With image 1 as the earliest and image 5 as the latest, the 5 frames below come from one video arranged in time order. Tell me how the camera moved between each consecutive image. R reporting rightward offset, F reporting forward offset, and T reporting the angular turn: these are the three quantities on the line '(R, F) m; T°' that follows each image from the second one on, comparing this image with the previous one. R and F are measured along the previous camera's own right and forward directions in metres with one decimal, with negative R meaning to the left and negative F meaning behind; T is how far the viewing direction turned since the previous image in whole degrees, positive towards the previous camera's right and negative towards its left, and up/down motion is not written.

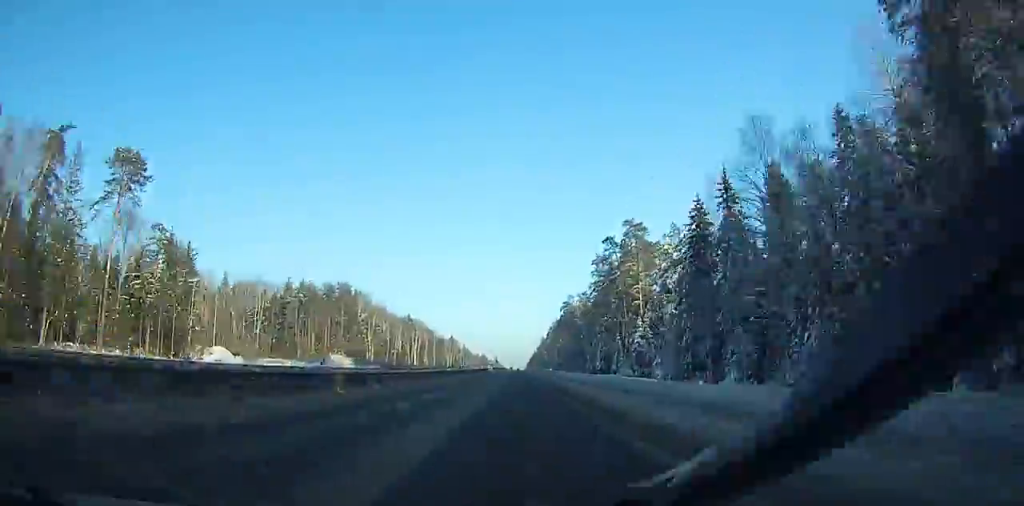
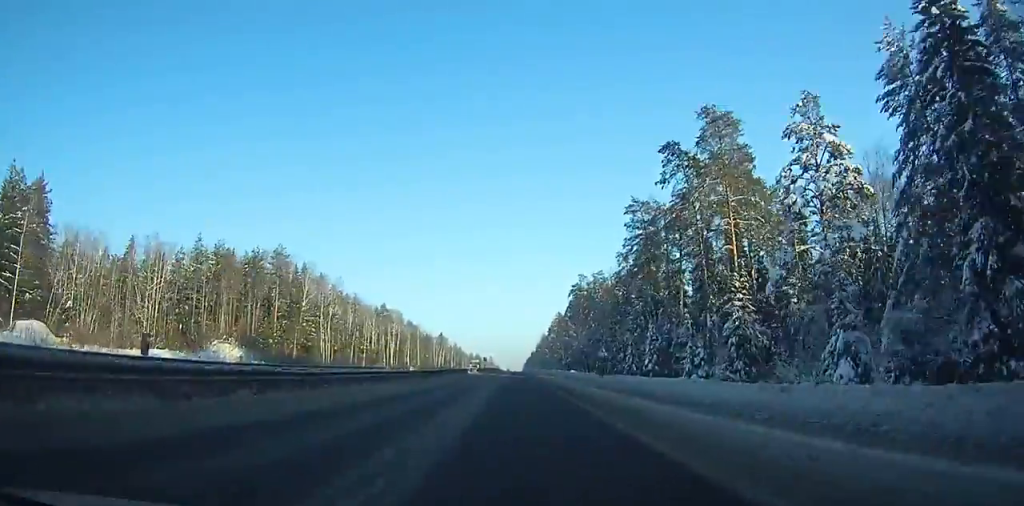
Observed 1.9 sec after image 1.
(+0.1, +52.1) m; 0°
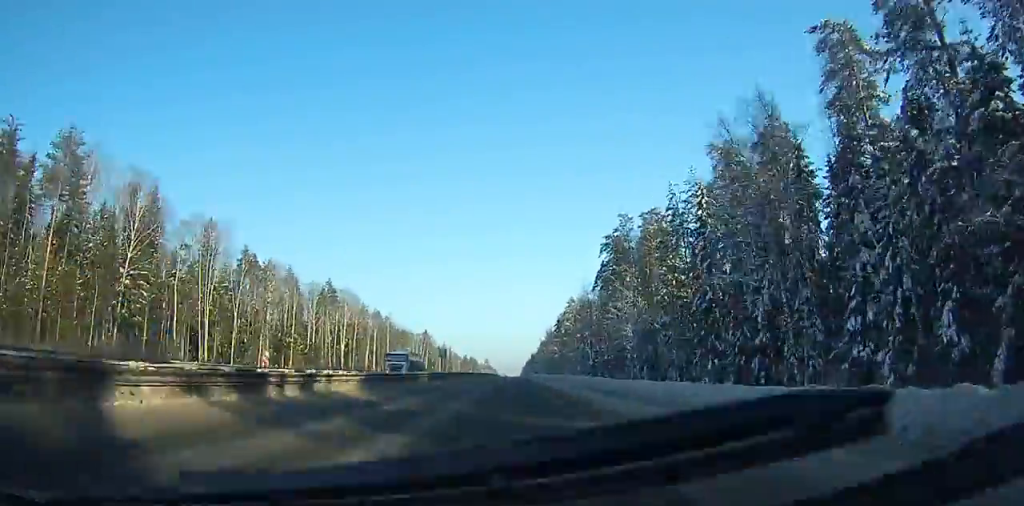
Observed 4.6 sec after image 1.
(+0.3, +74.1) m; 0°
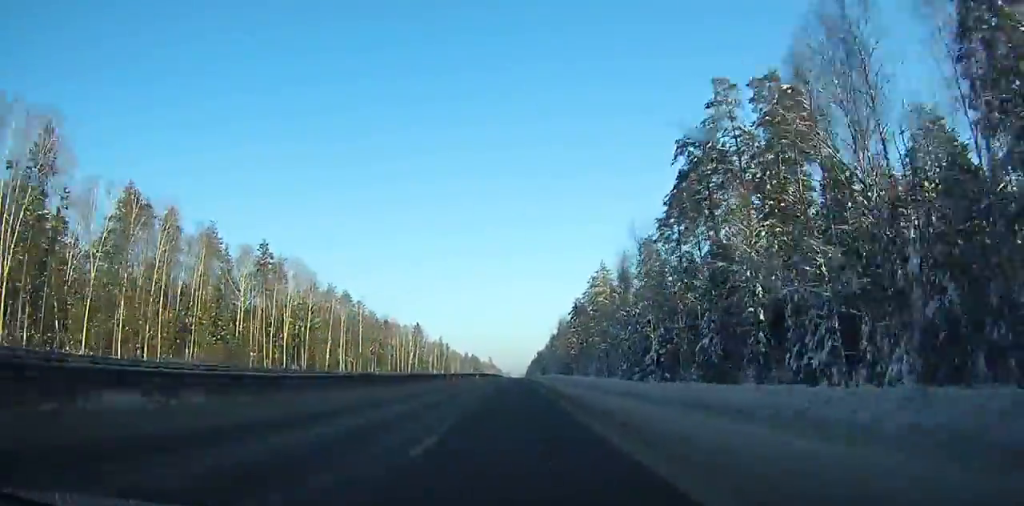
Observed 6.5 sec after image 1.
(-0.4, +52.3) m; 0°
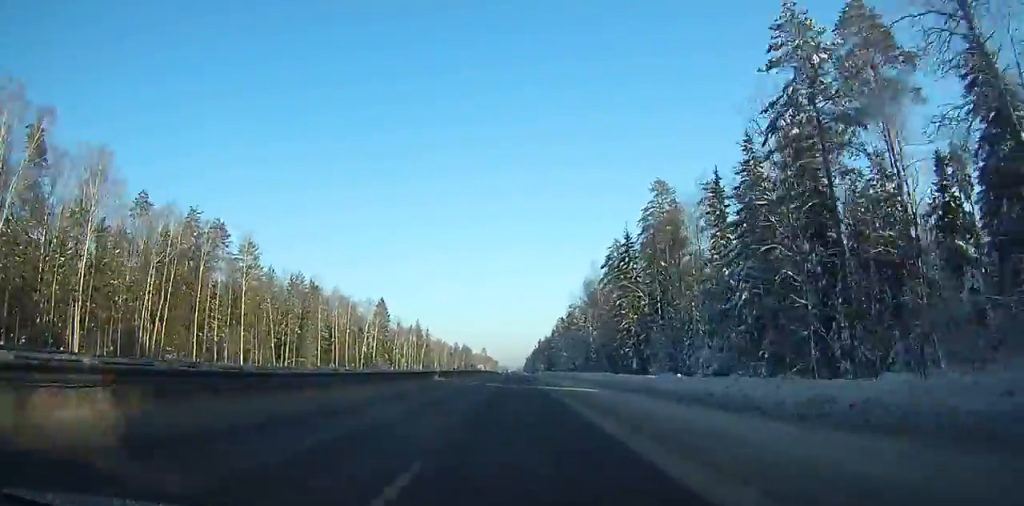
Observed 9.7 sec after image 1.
(+0.1, +88.1) m; 0°
